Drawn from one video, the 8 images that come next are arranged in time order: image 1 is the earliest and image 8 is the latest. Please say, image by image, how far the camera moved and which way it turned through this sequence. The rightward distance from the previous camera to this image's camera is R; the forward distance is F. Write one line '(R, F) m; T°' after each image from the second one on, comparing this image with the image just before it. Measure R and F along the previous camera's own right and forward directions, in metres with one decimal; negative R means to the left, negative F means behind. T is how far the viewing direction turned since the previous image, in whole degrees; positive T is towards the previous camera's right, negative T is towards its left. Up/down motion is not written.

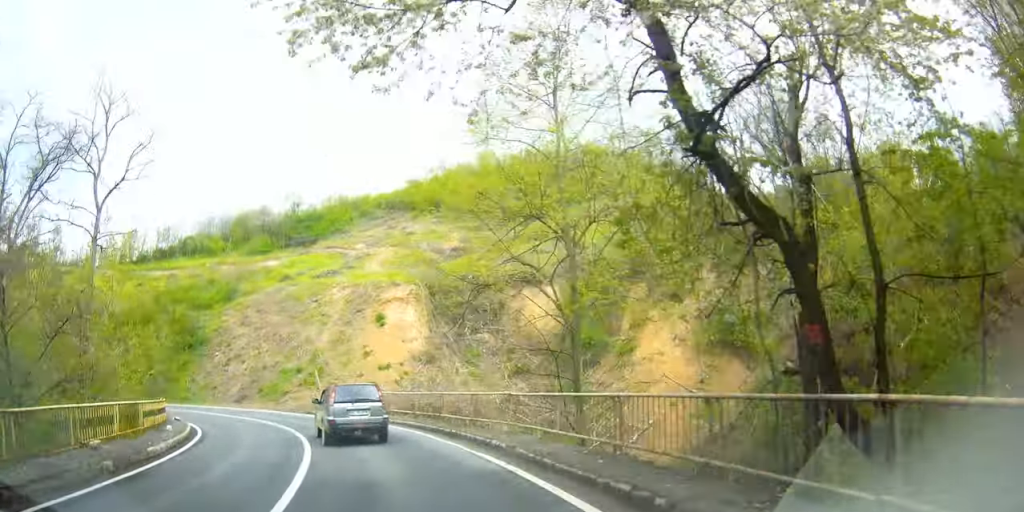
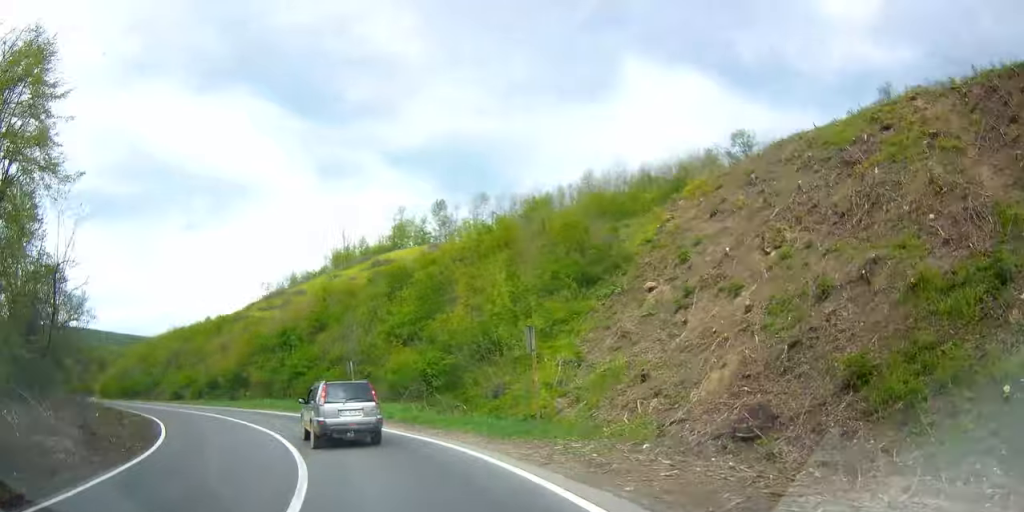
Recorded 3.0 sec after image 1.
(-15.7, +32.2) m; -57°
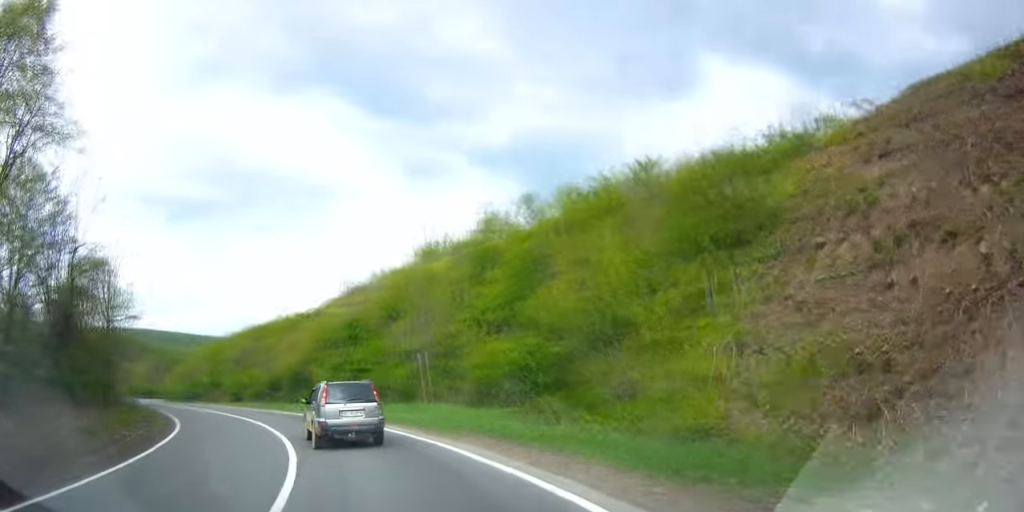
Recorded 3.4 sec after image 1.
(-0.1, +6.4) m; -7°
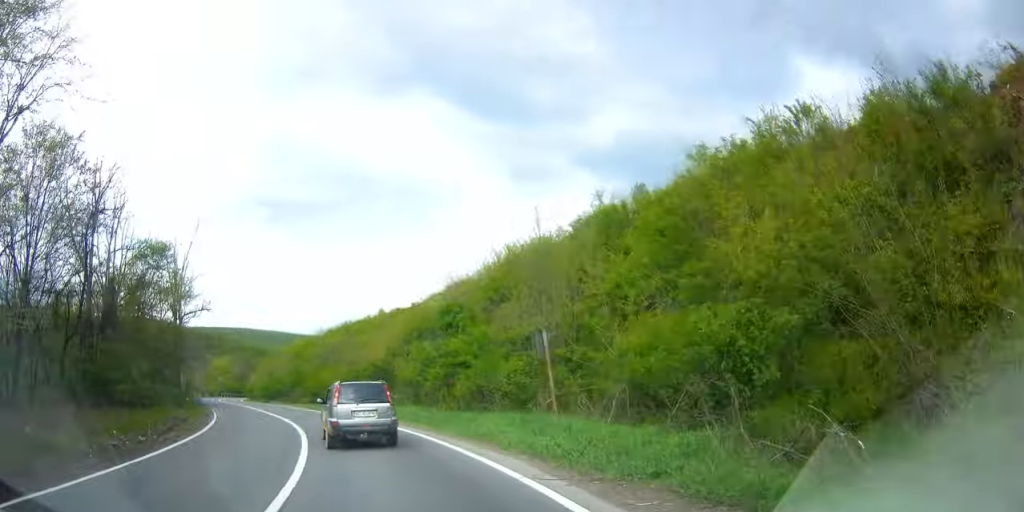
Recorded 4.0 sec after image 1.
(-0.9, +8.1) m; -7°
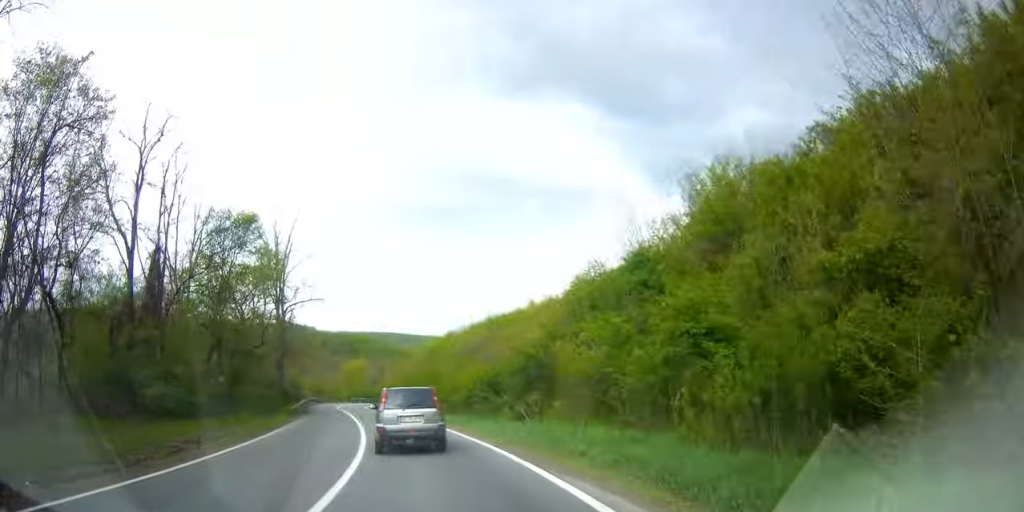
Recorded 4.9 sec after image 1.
(-1.2, +13.1) m; -11°
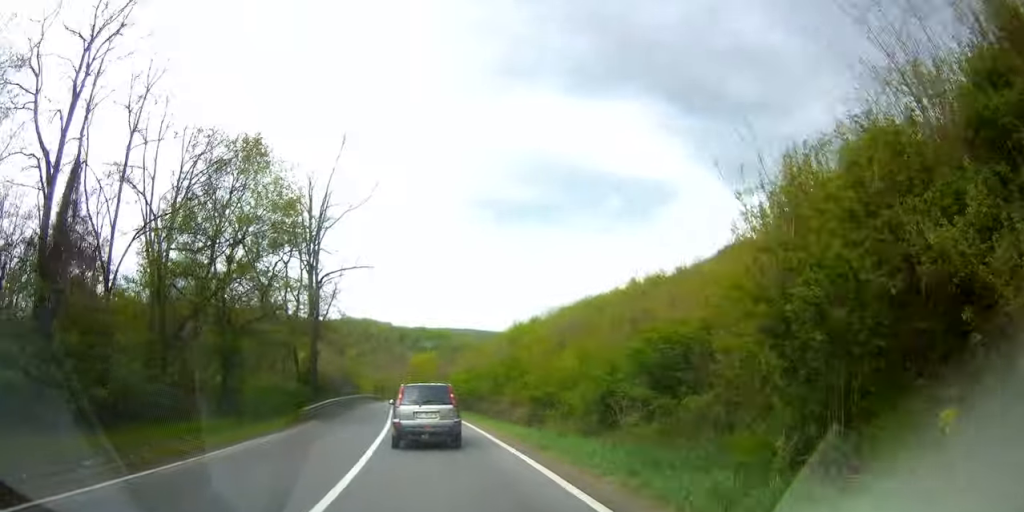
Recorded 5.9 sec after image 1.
(-1.7, +15.3) m; -15°
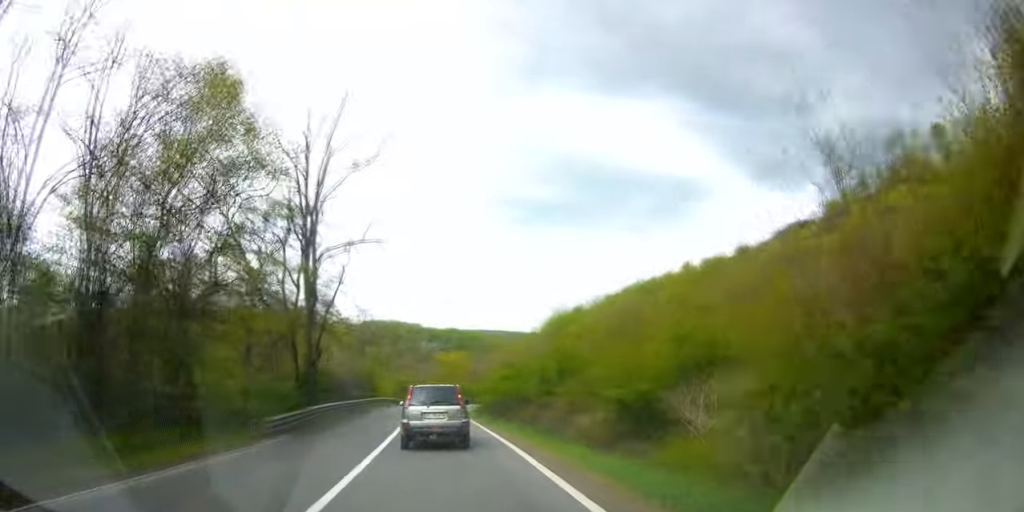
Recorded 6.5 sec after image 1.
(-0.4, +9.5) m; -11°
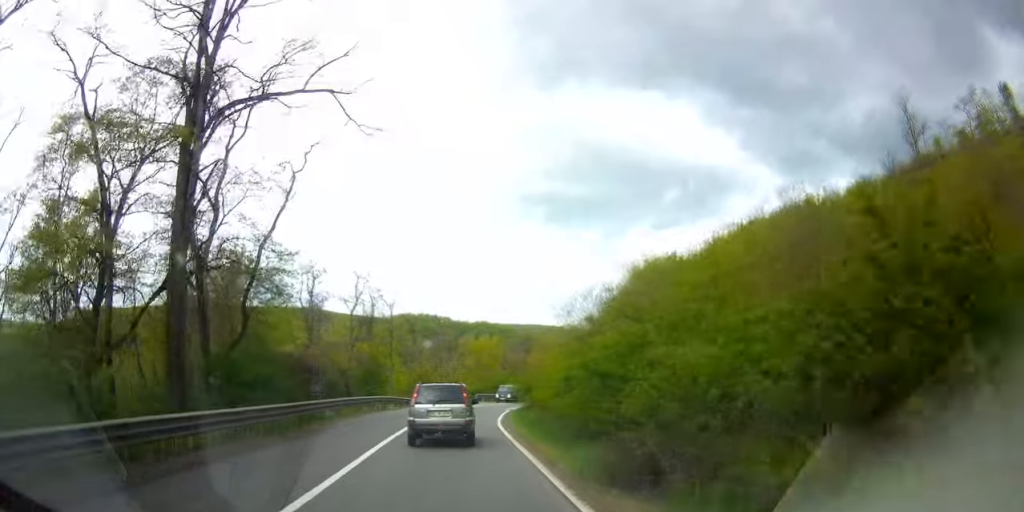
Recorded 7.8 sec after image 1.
(-3.6, +21.7) m; -12°
